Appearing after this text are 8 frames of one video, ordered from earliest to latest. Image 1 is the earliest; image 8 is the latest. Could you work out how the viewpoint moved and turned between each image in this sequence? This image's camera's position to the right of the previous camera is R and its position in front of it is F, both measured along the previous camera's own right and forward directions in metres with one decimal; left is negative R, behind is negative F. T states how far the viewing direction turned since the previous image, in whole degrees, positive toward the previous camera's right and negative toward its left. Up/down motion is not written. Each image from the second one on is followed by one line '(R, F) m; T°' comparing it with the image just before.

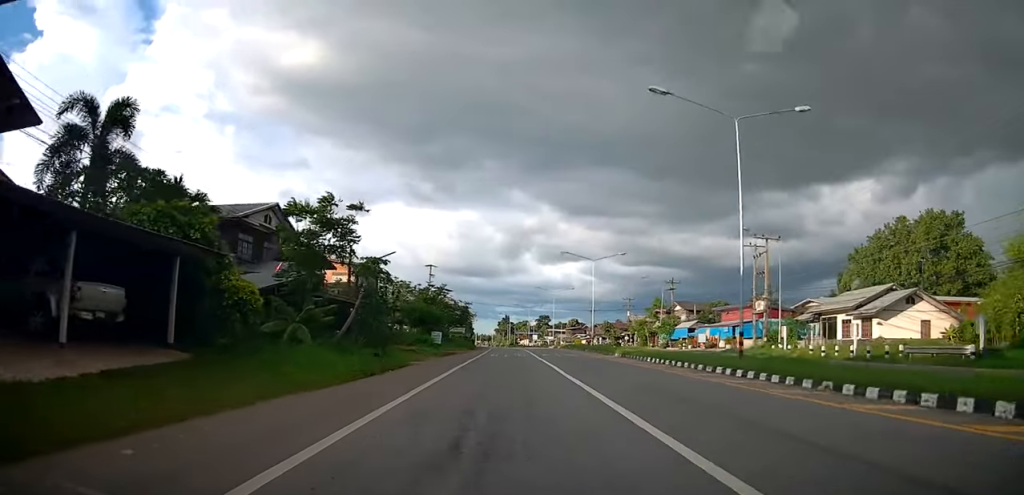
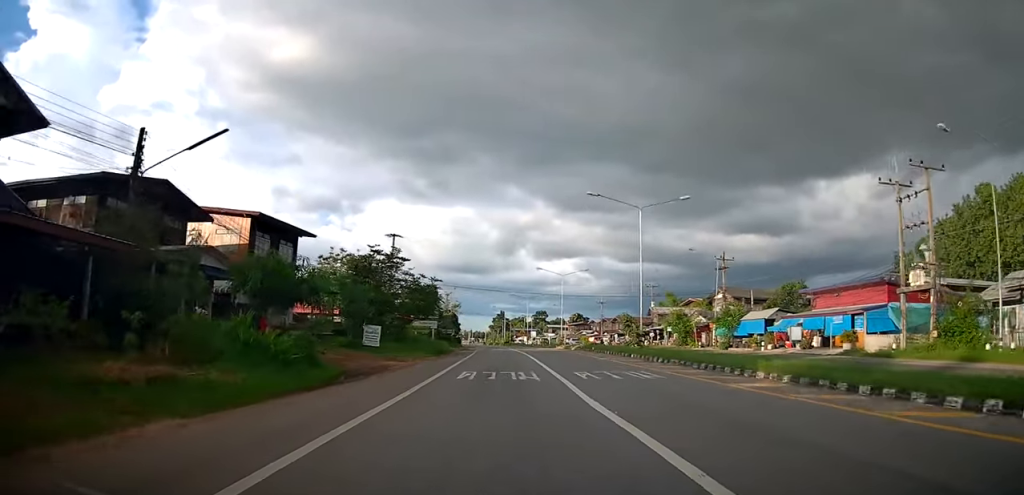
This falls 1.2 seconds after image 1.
(-0.5, +22.5) m; +1°
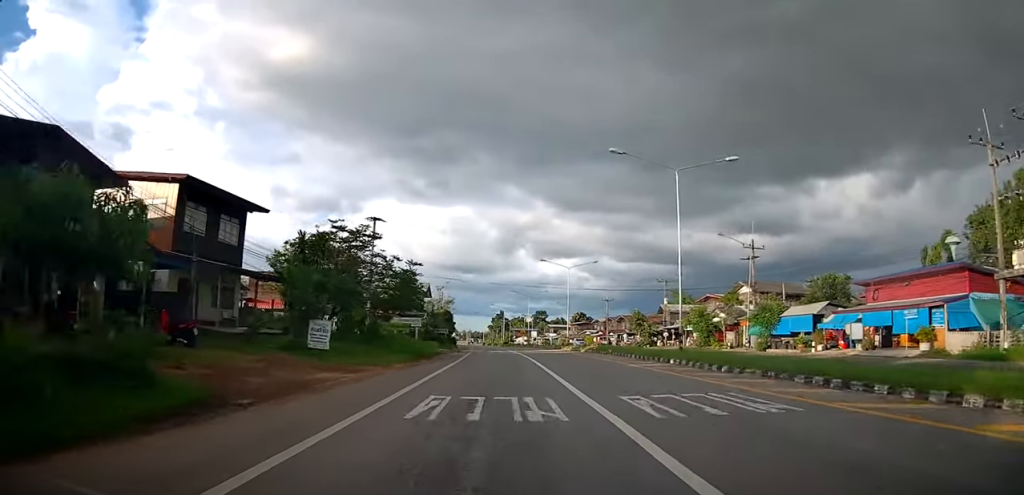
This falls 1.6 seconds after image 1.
(+0.3, +8.0) m; +1°
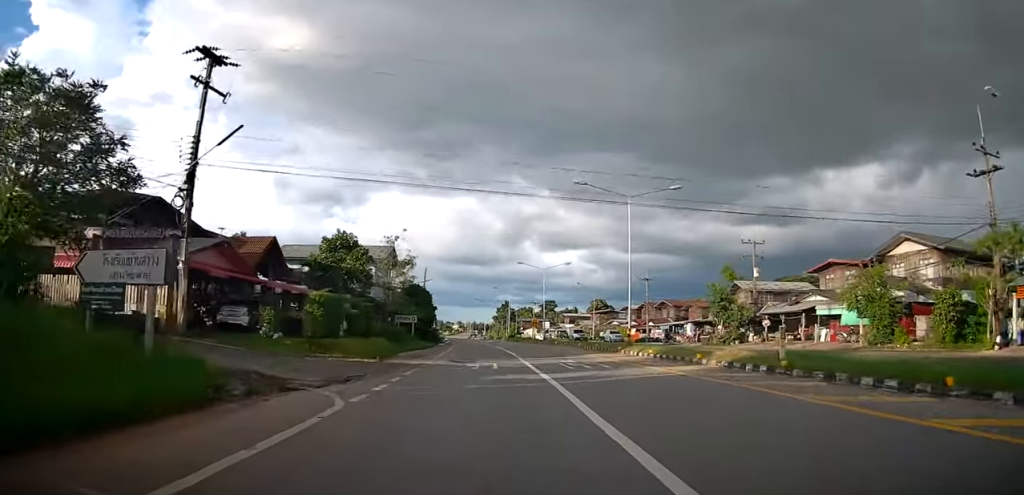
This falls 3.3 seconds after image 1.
(-0.3, +29.7) m; -2°
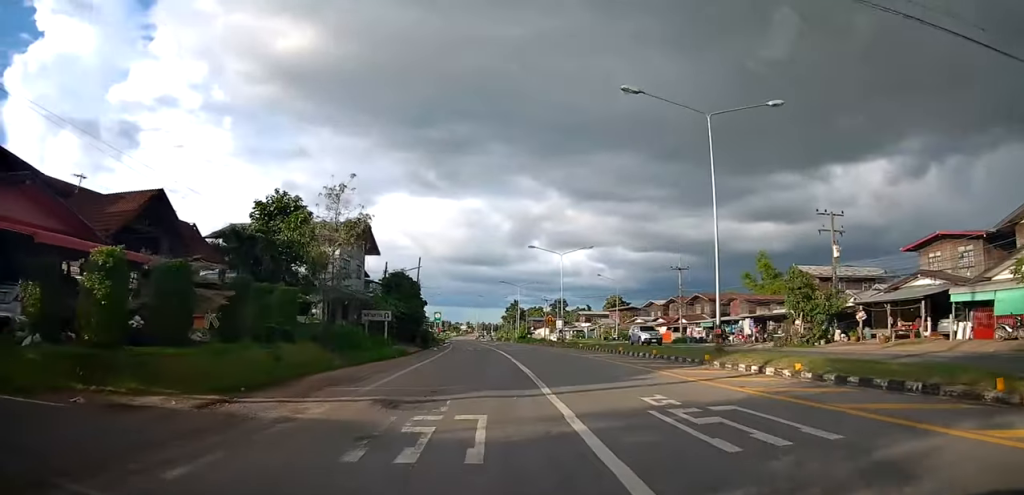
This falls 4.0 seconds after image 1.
(-0.4, +13.0) m; 0°
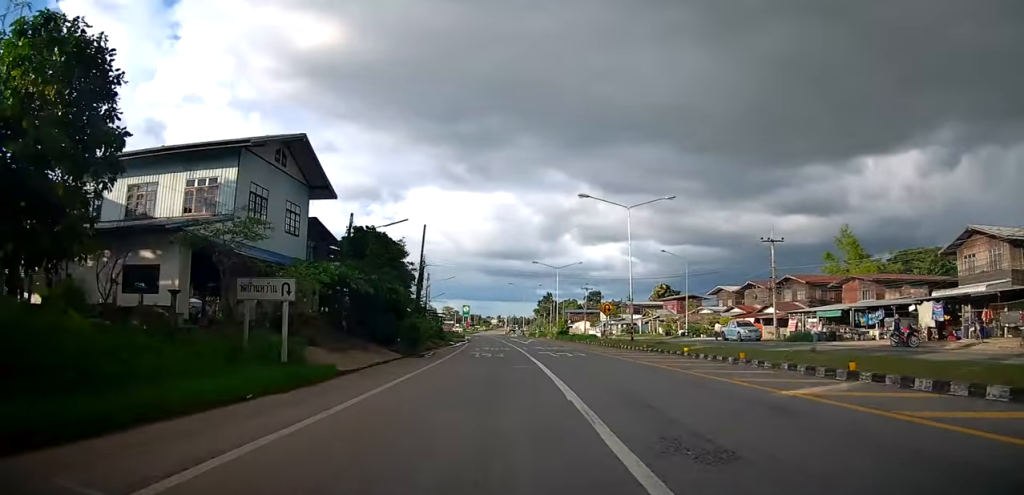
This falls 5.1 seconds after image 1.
(+0.2, +18.9) m; -3°
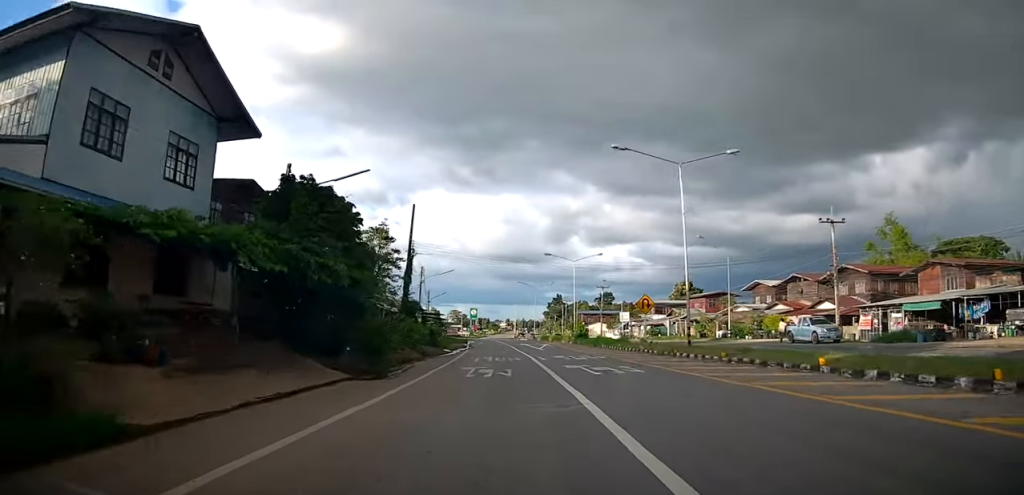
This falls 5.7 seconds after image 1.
(-0.8, +9.8) m; -2°
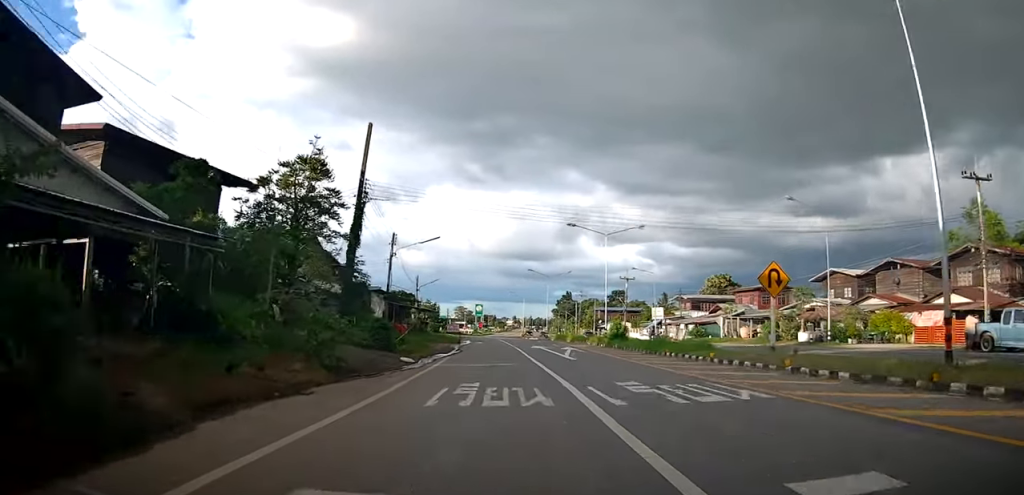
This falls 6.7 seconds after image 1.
(+0.5, +16.2) m; 0°
